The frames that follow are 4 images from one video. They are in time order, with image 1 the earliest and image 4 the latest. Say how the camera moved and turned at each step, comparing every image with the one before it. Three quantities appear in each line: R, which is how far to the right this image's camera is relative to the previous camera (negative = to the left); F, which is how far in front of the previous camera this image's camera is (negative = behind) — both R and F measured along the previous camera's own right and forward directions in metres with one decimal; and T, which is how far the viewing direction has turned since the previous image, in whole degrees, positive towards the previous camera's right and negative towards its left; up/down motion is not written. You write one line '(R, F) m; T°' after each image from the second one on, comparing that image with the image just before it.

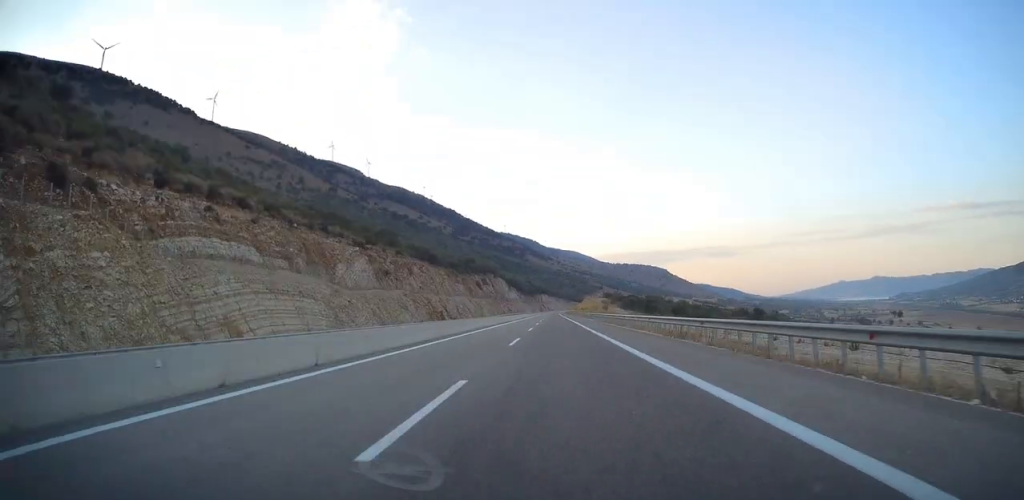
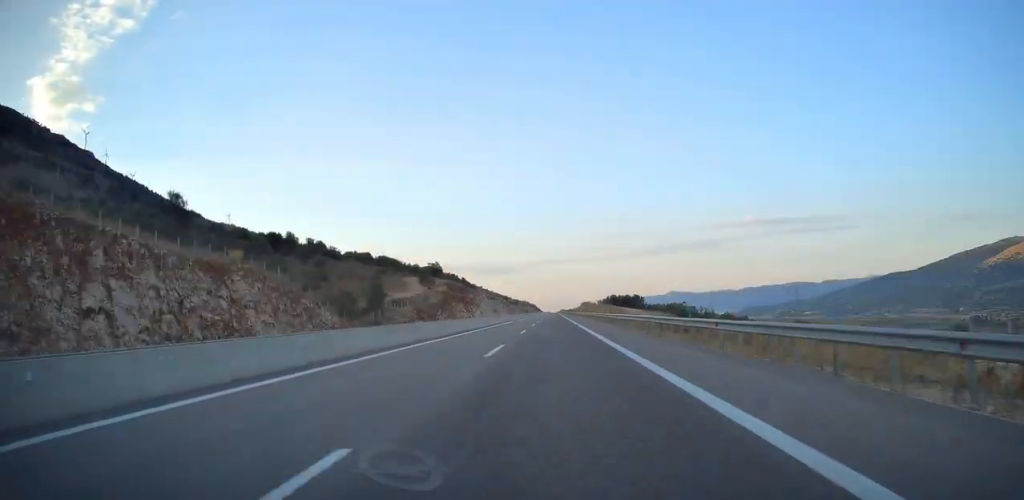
(+235.3, +1203.6) m; +20°
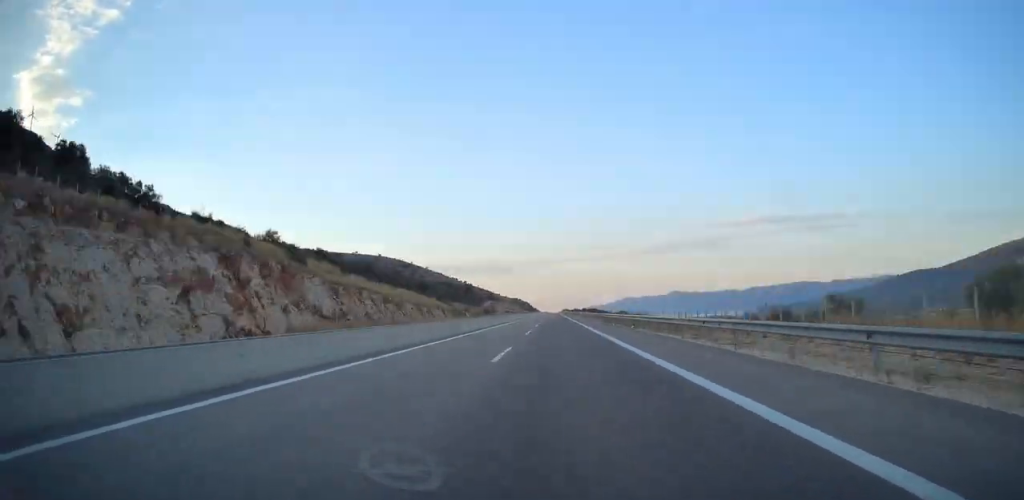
(+0.9, +308.2) m; 0°
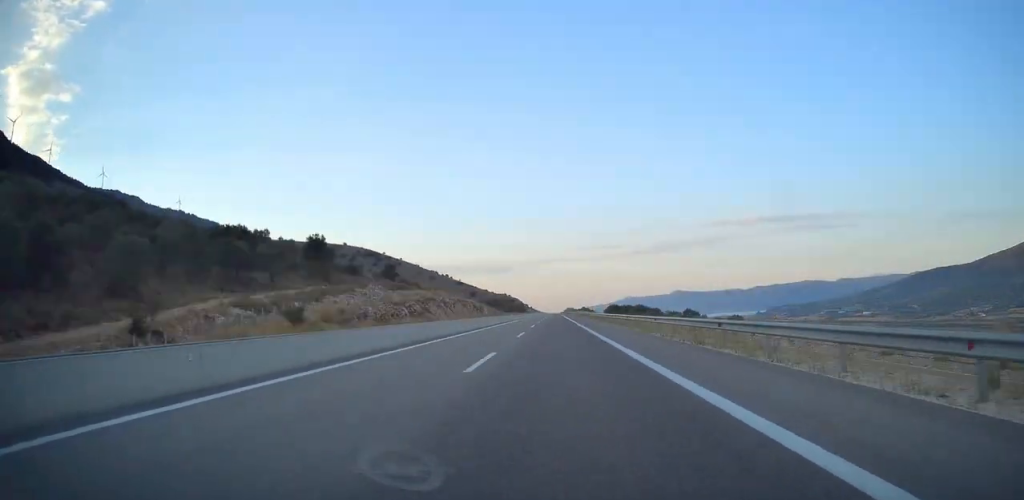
(+0.3, +256.6) m; 0°
